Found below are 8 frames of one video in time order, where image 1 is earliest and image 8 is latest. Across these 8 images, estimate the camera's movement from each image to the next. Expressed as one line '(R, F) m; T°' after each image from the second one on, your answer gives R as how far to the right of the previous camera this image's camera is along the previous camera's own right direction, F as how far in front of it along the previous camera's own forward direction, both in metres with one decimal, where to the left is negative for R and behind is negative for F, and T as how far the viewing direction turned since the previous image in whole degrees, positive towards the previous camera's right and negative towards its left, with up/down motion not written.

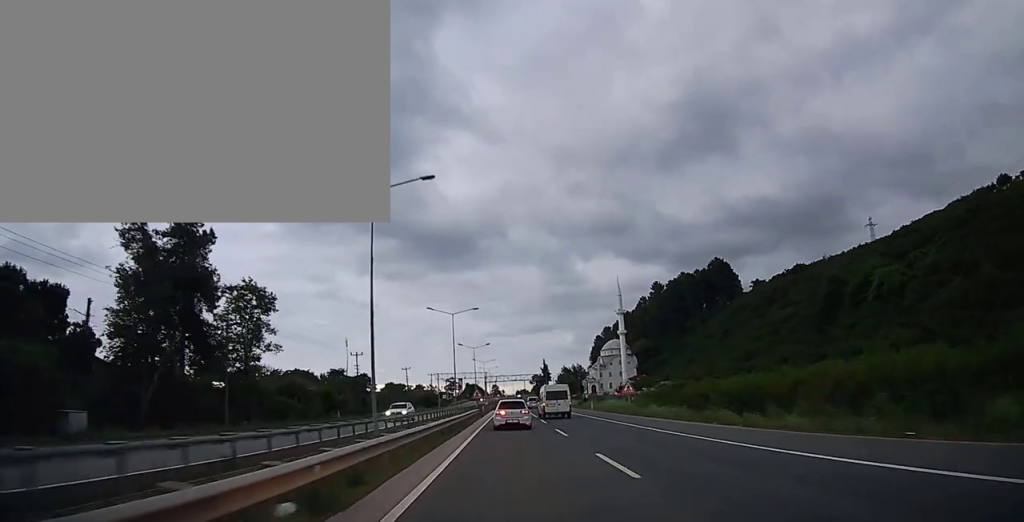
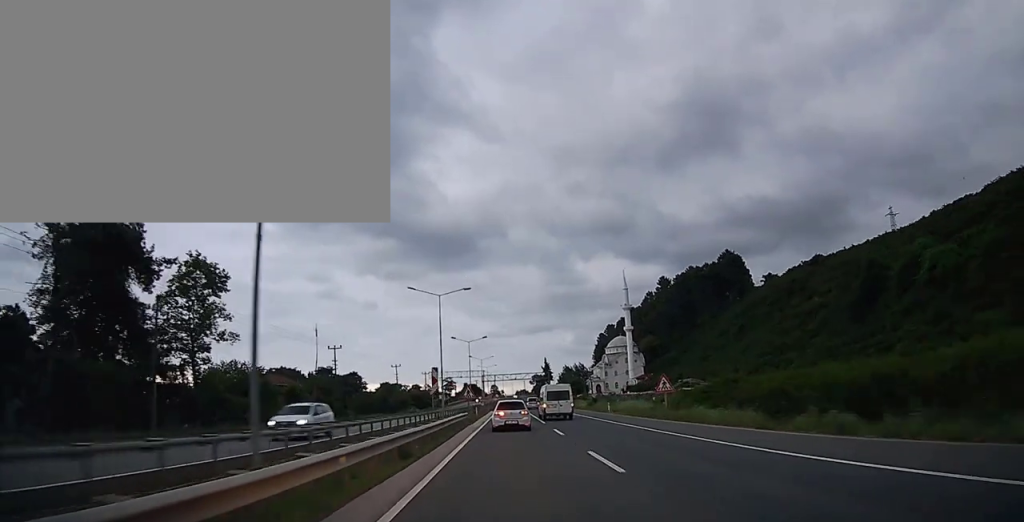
(-0.1, +10.6) m; 0°
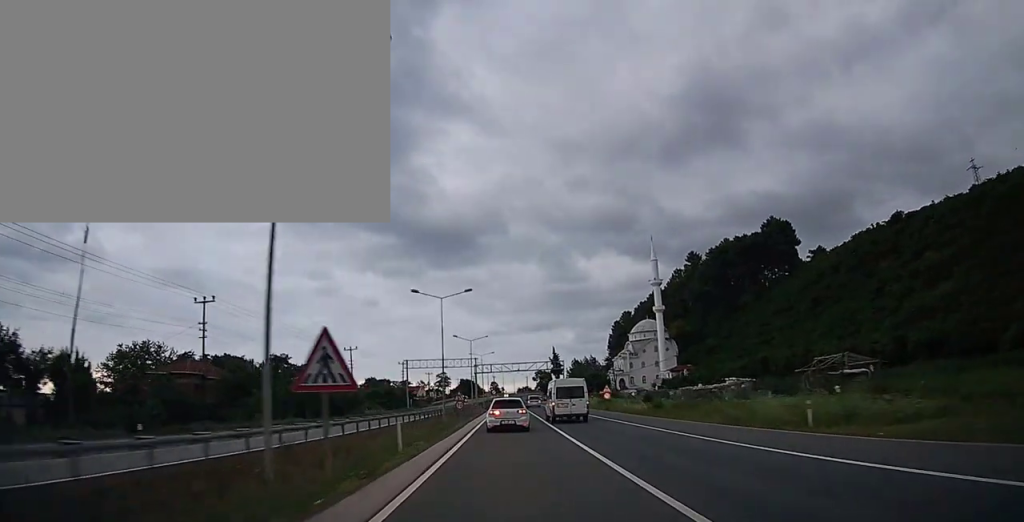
(+0.2, +34.1) m; 0°
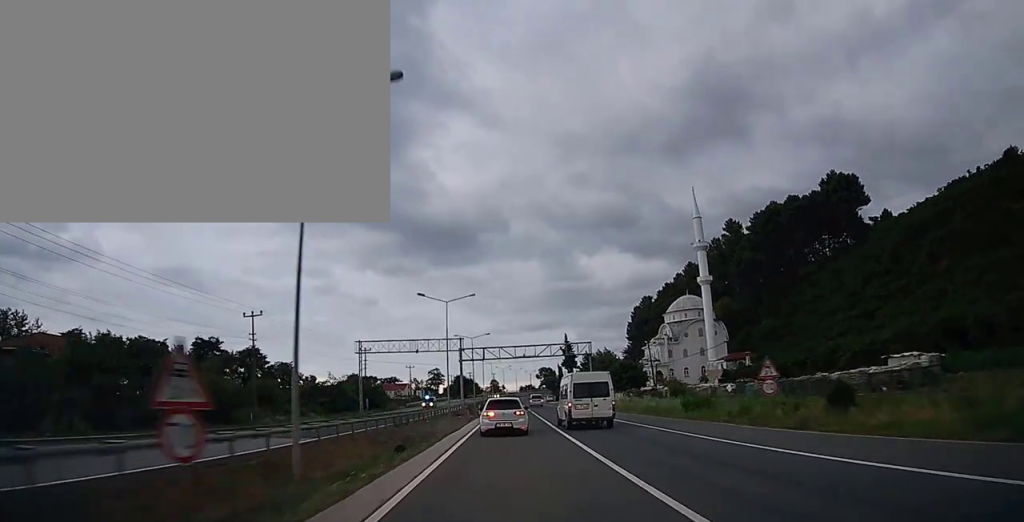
(0.0, +33.2) m; 0°
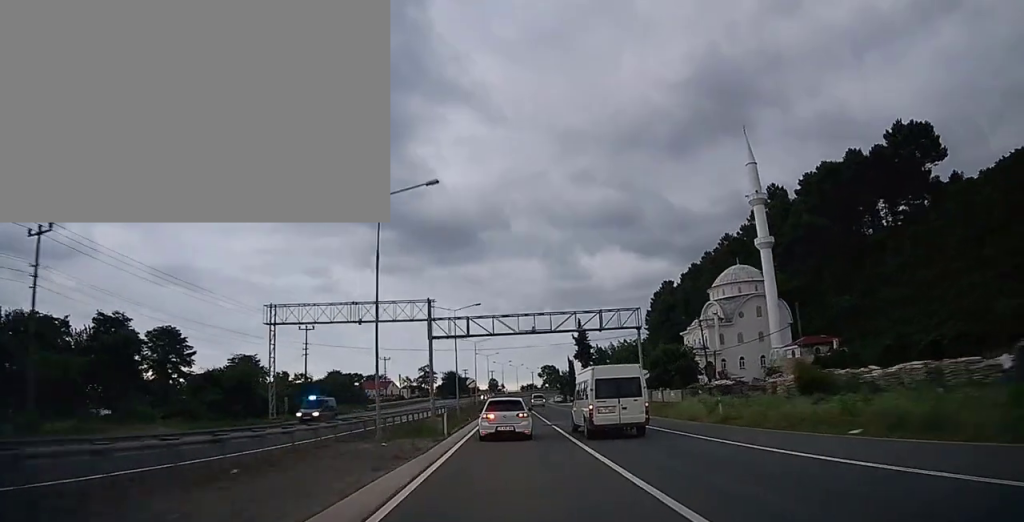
(-0.1, +26.5) m; 0°
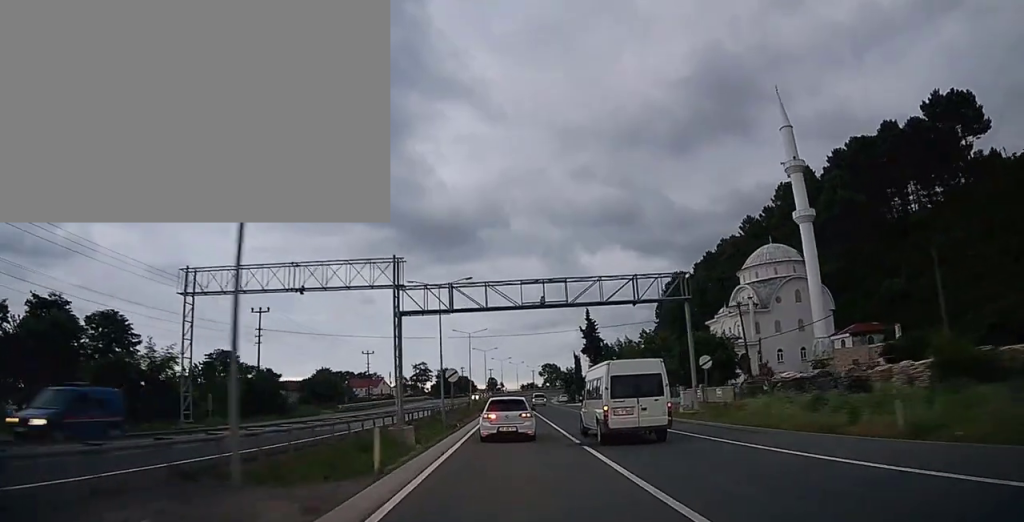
(-0.1, +12.2) m; 0°
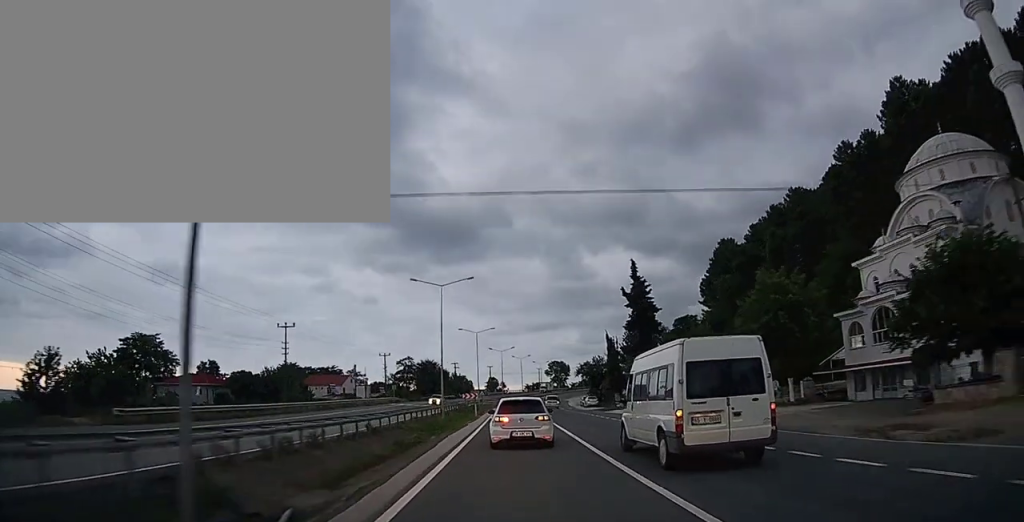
(+0.1, +35.2) m; 0°
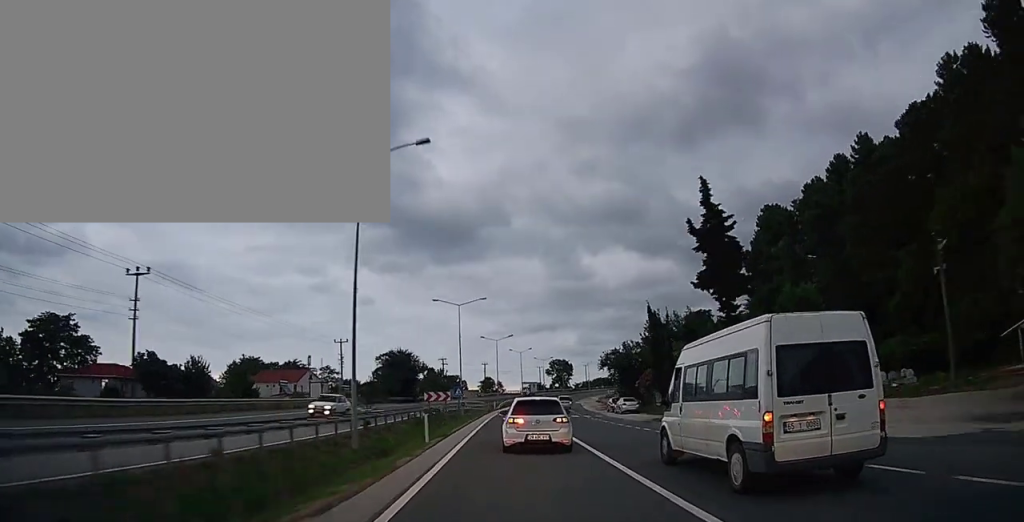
(-0.2, +24.5) m; 0°
